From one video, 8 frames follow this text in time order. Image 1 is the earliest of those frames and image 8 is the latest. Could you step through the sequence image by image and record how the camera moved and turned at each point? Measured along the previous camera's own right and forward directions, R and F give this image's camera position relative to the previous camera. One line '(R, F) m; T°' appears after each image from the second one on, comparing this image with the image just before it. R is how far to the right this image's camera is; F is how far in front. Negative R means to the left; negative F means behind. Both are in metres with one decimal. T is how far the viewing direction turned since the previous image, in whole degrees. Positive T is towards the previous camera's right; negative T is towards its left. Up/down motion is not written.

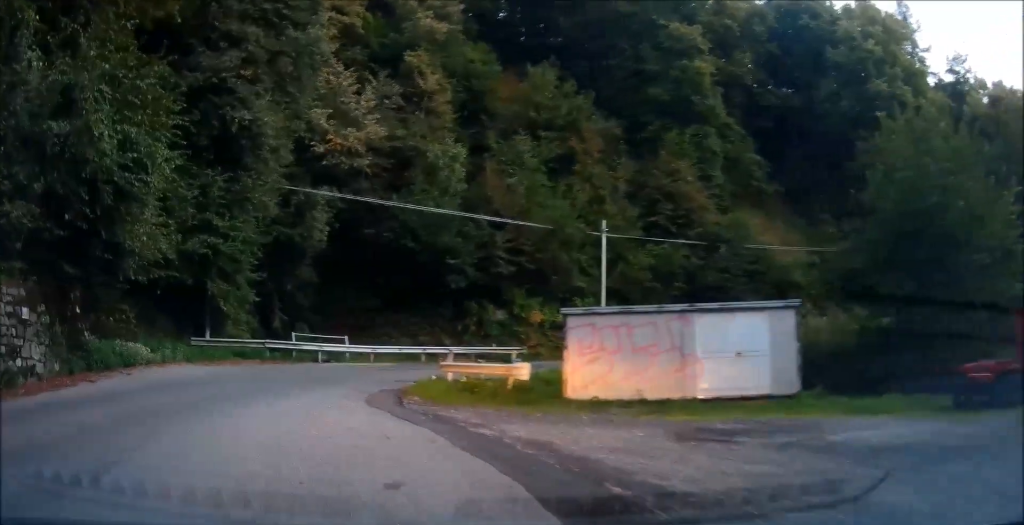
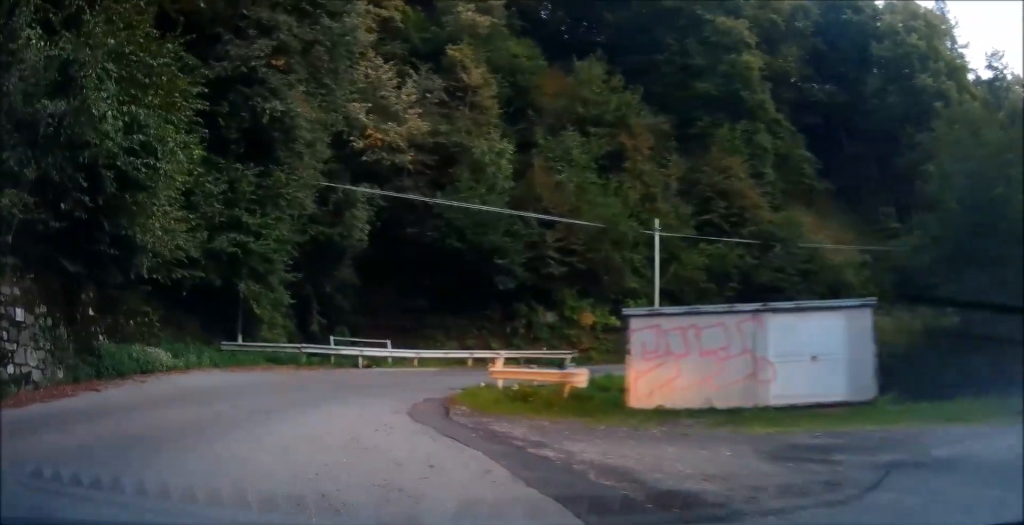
(-0.1, +1.8) m; -3°
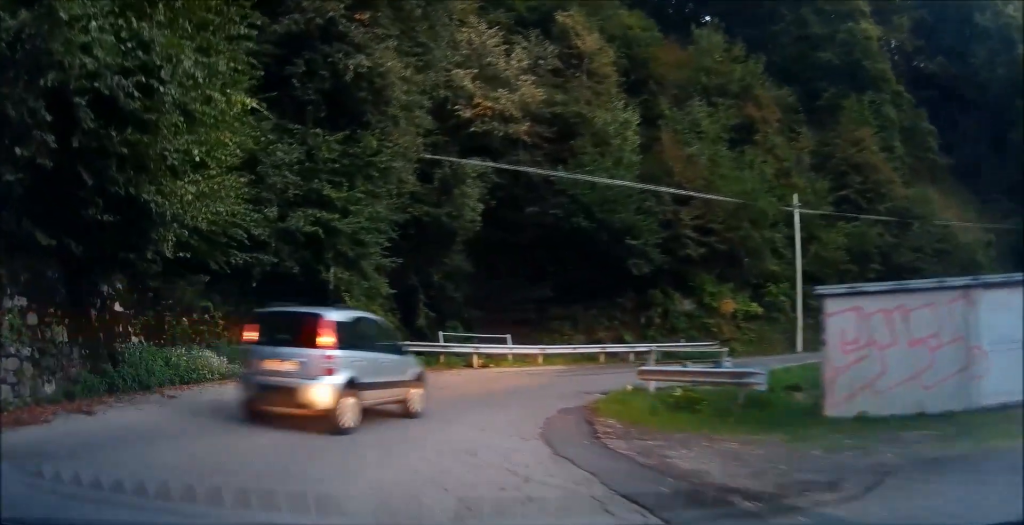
(-0.3, +4.3) m; -4°
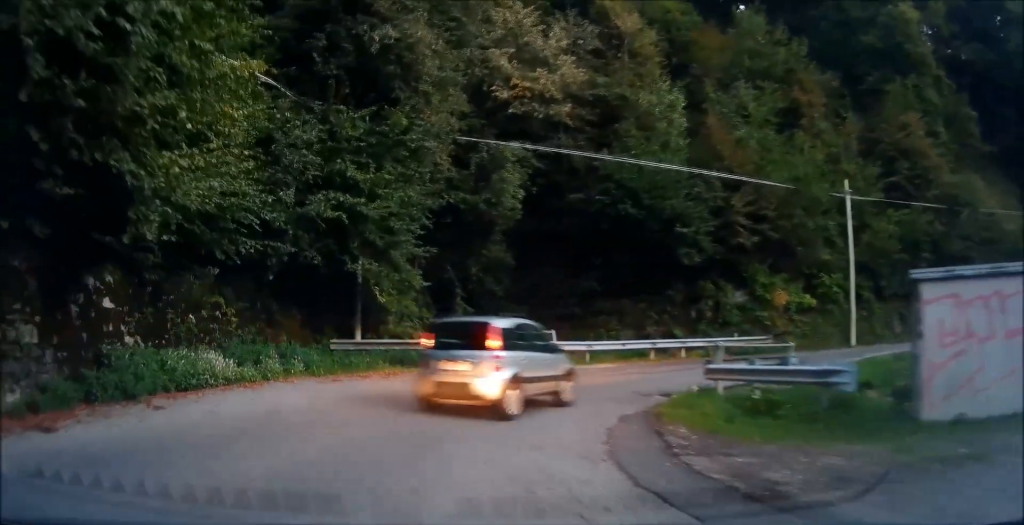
(-0.1, +2.0) m; +1°
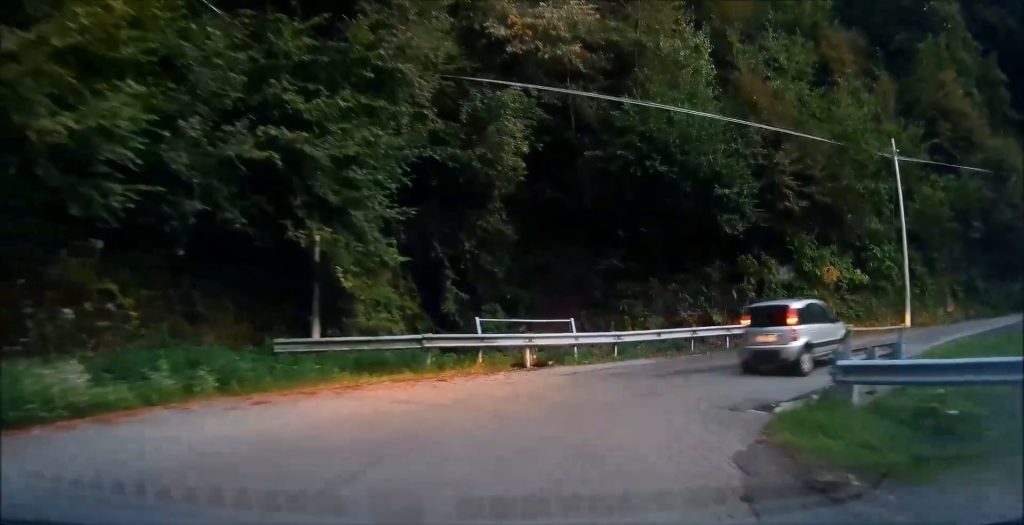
(+0.1, +5.3) m; +7°
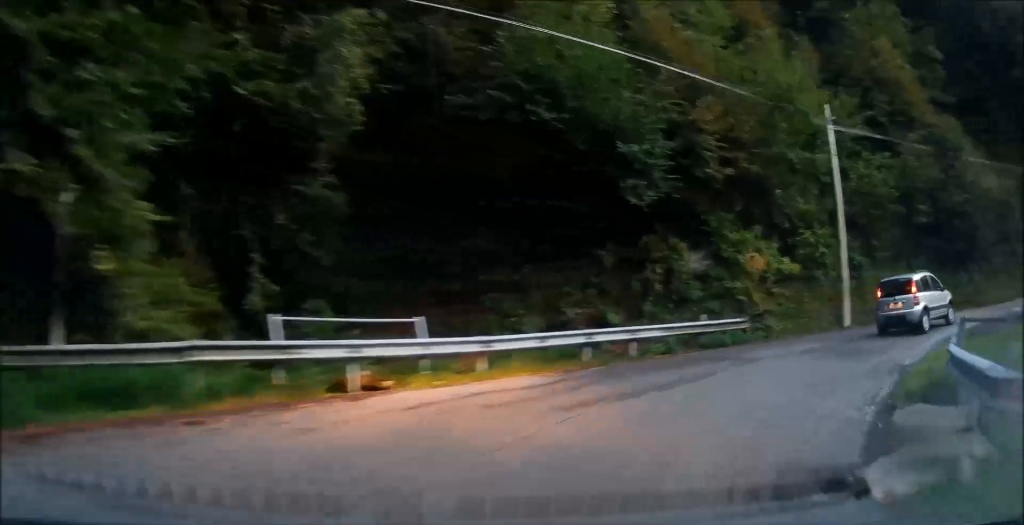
(+0.5, +5.9) m; +14°
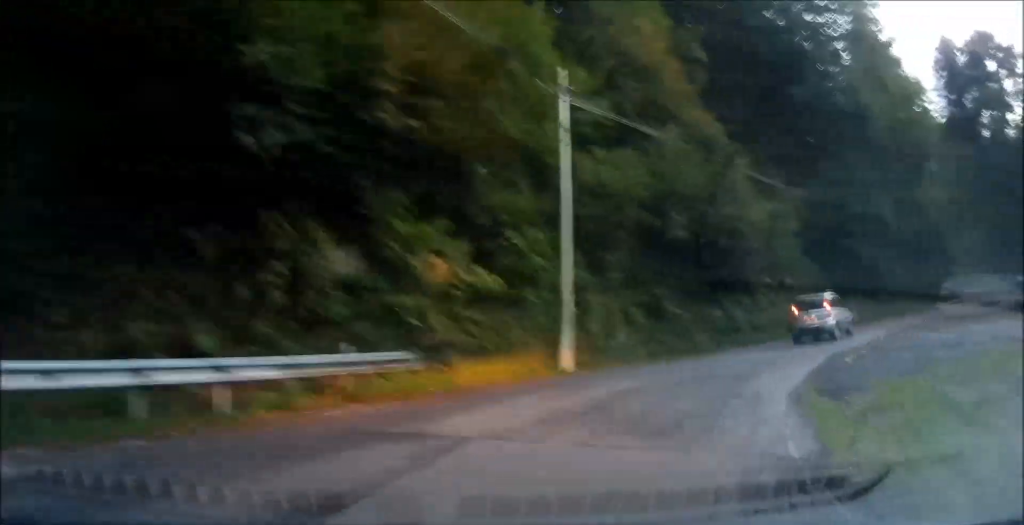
(+1.3, +7.3) m; +22°
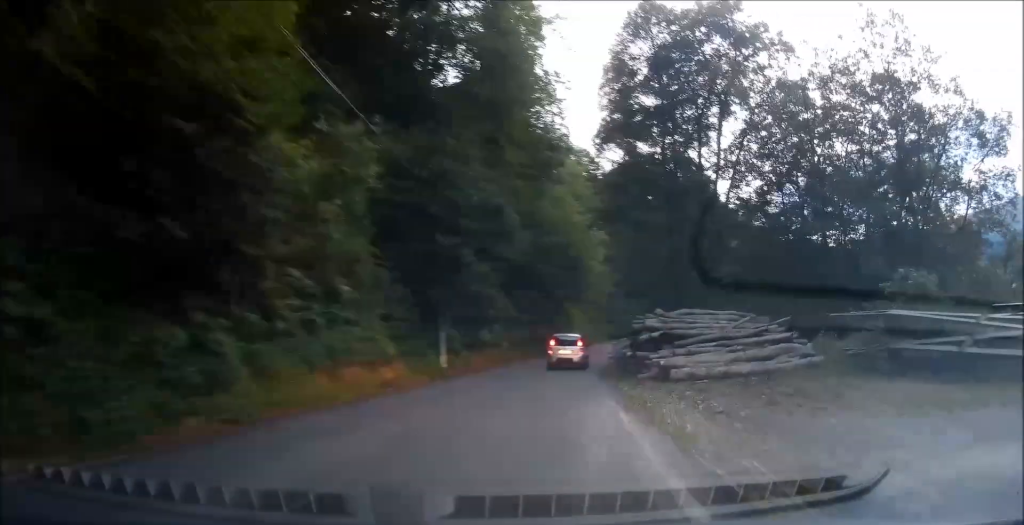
(+5.4, +13.9) m; +36°
